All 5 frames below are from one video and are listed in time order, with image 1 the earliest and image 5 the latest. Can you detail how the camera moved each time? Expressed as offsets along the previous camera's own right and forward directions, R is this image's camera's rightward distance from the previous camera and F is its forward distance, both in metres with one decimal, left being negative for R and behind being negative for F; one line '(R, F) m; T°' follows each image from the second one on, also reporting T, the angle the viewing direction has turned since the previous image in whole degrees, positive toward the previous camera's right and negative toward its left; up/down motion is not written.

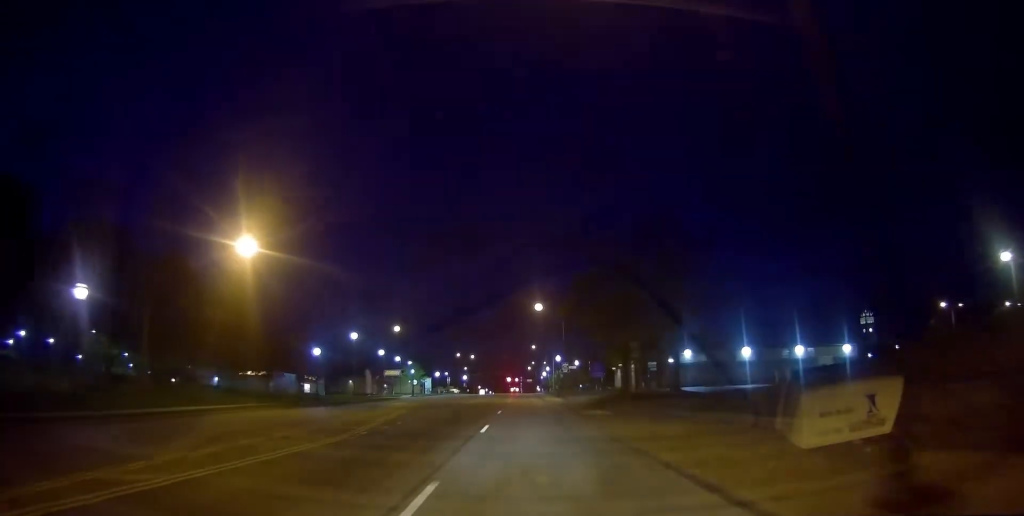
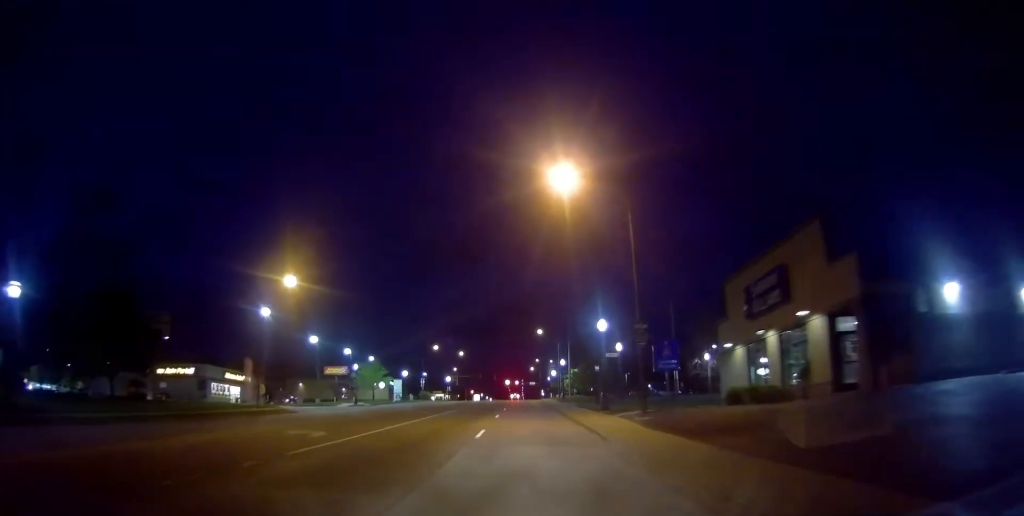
(-0.4, +38.4) m; -2°
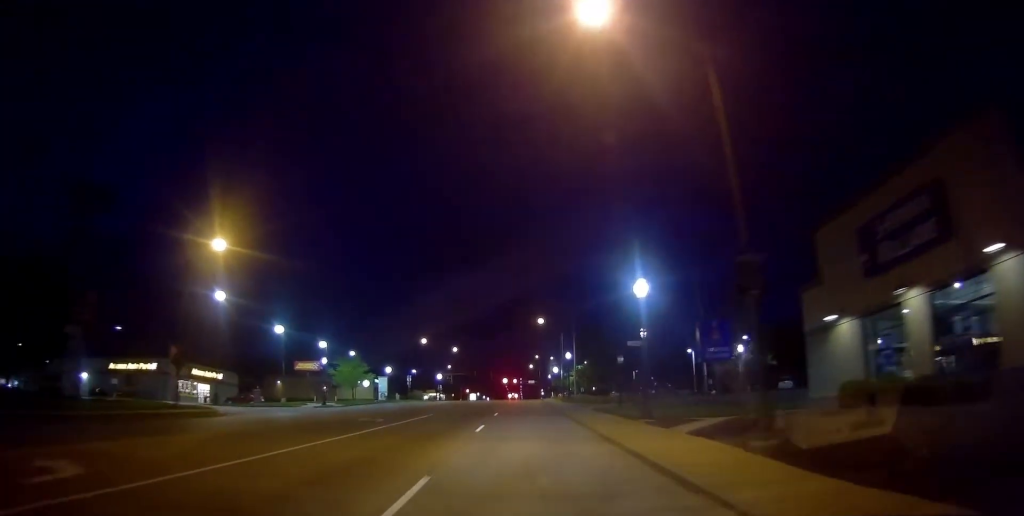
(-0.2, +10.8) m; 0°
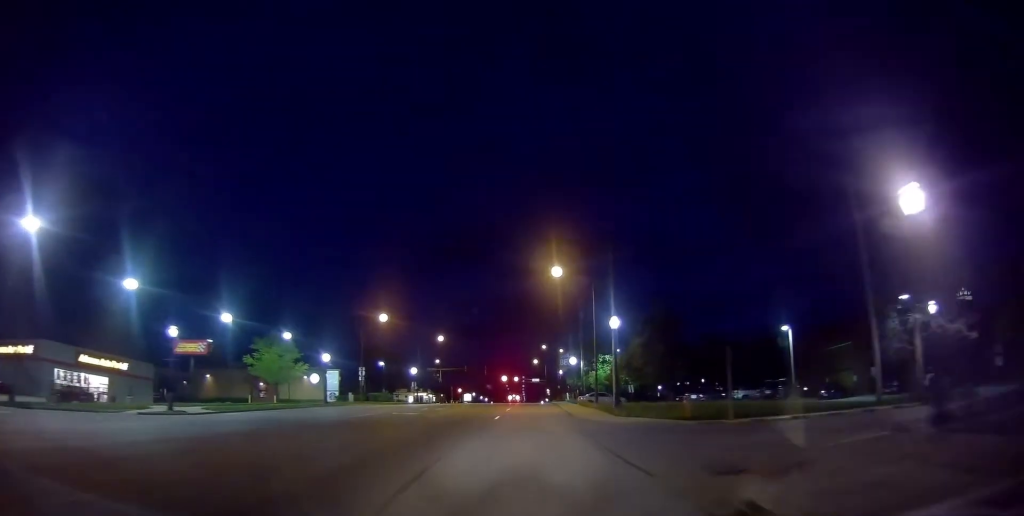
(+0.7, +29.6) m; +1°
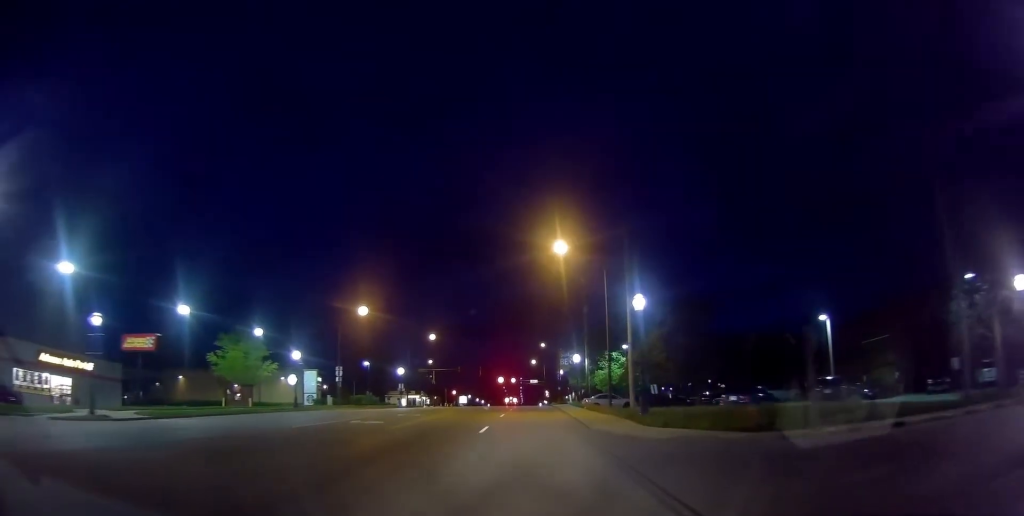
(0.0, +7.3) m; 0°
